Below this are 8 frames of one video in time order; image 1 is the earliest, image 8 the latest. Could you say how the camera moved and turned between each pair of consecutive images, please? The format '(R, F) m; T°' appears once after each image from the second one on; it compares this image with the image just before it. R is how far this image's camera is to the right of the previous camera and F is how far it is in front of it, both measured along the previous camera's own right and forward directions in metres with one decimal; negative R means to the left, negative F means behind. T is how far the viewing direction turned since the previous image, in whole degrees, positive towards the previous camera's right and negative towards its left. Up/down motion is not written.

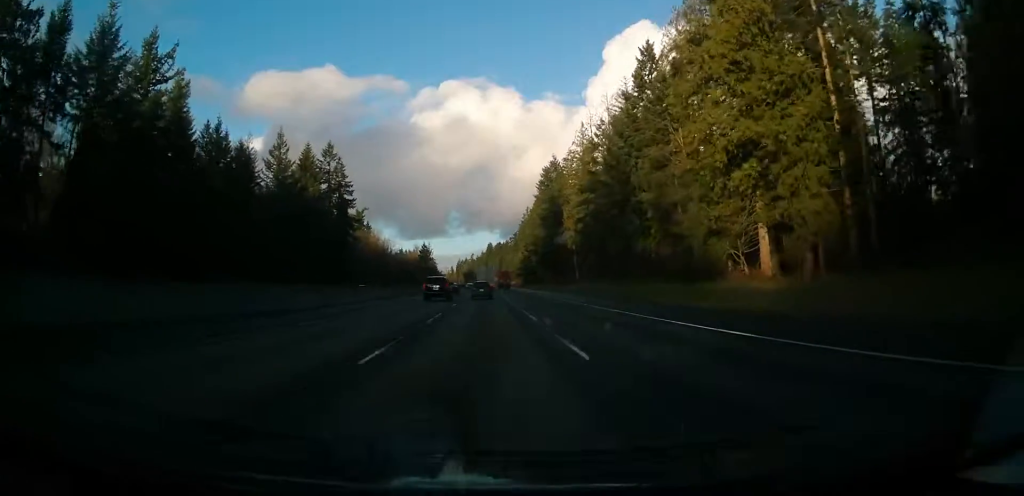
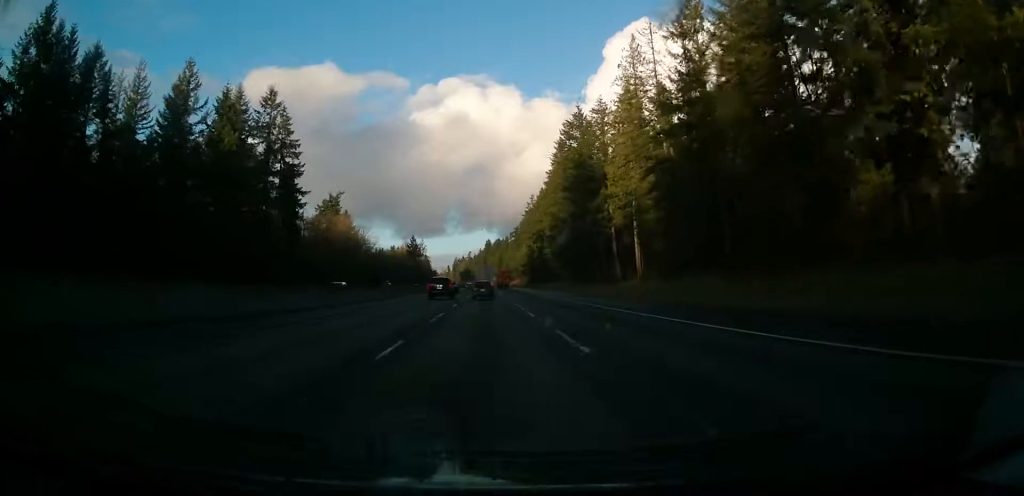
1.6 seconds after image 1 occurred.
(+0.2, +47.5) m; 0°
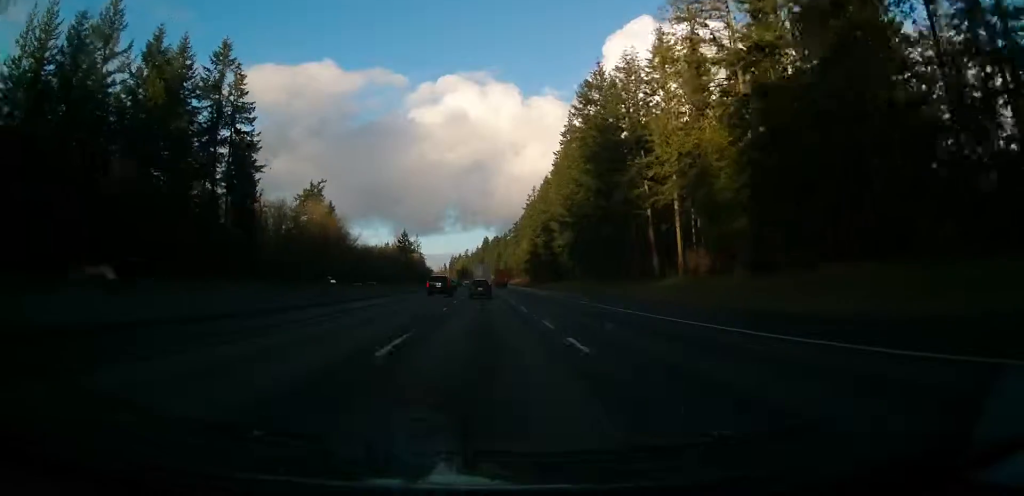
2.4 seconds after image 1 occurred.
(-0.1, +24.4) m; 0°
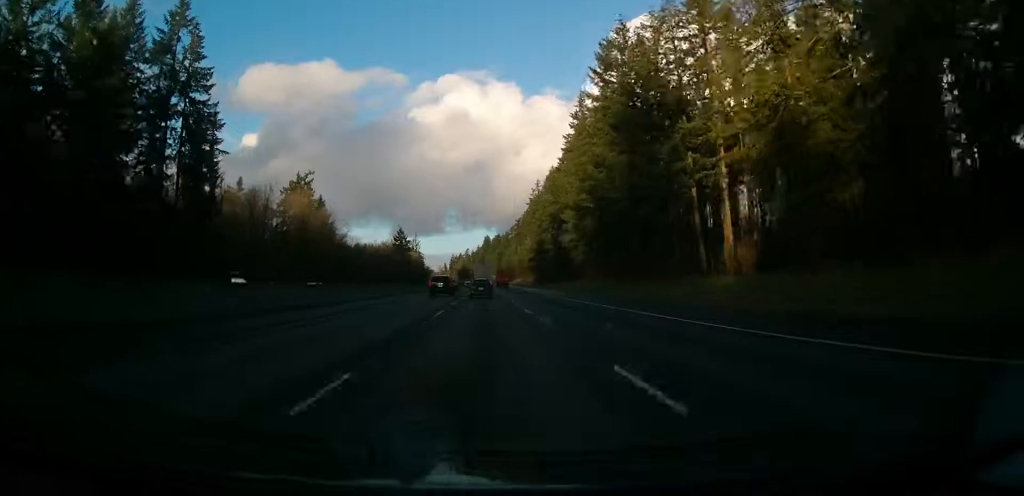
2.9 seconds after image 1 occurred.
(-0.1, +17.0) m; 0°
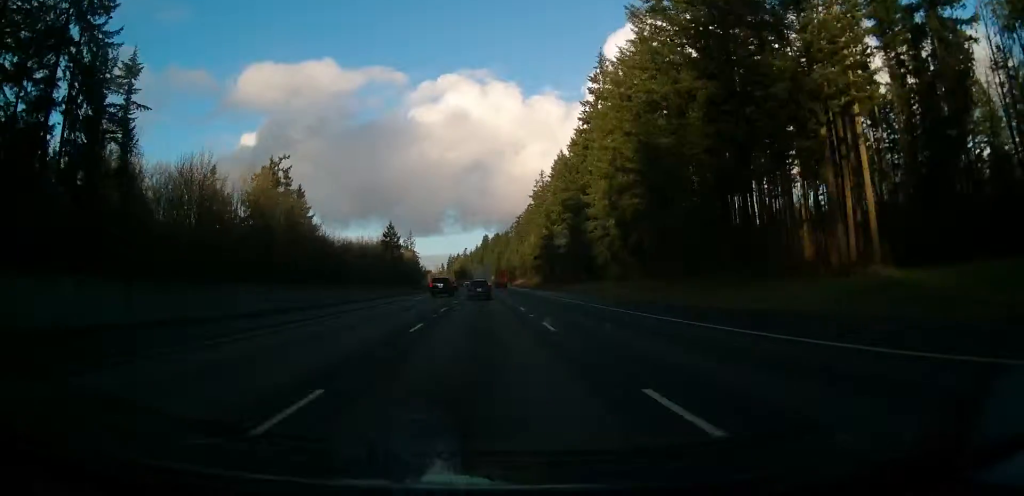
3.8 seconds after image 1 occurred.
(+0.1, +26.0) m; +1°
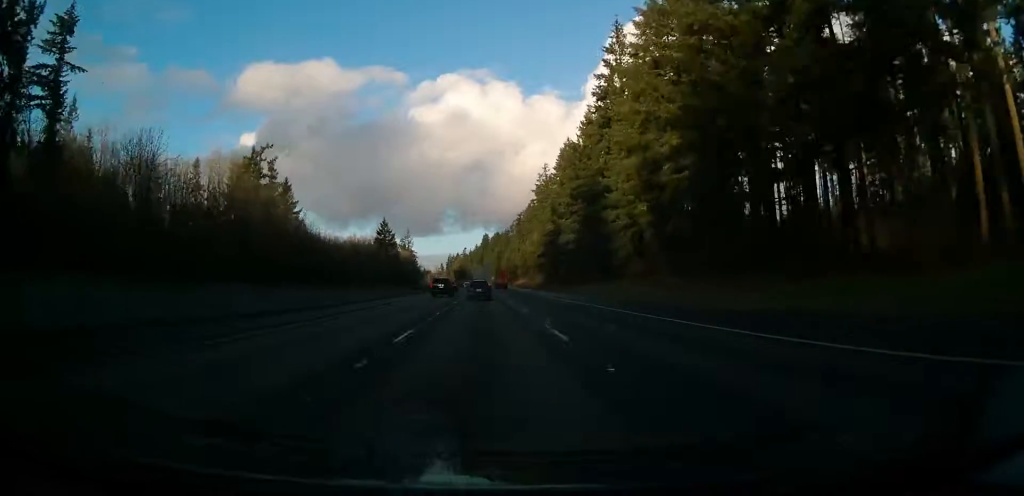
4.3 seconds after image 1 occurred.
(+0.1, +14.9) m; 0°
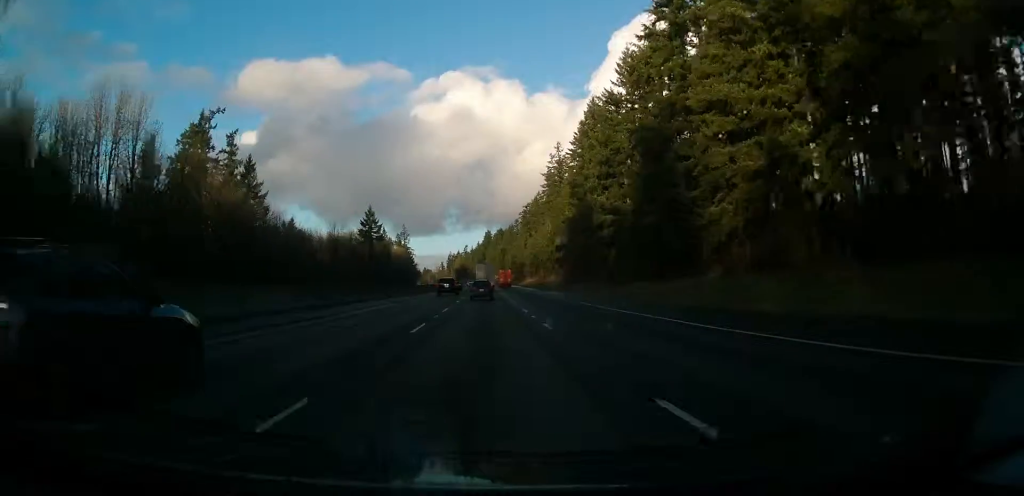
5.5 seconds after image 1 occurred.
(-0.1, +34.5) m; -1°
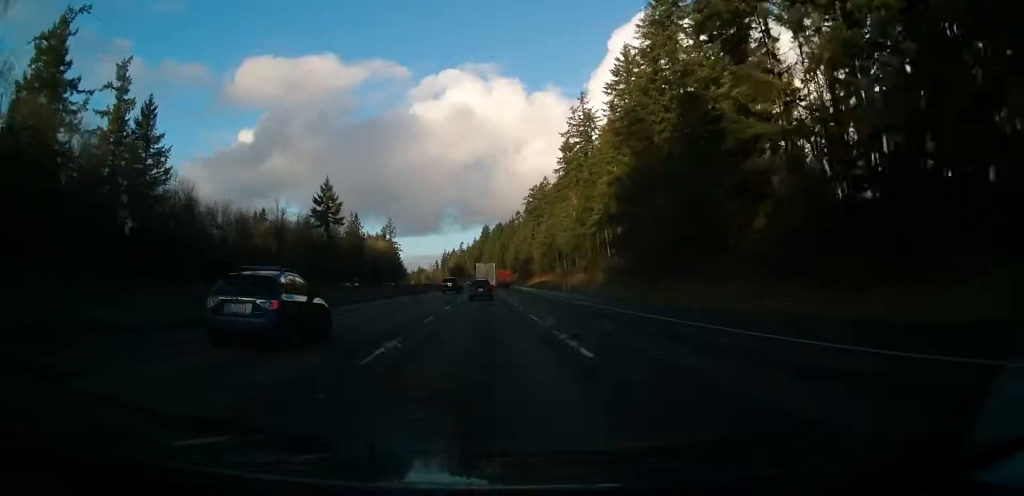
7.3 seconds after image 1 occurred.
(-0.3, +53.5) m; +1°
